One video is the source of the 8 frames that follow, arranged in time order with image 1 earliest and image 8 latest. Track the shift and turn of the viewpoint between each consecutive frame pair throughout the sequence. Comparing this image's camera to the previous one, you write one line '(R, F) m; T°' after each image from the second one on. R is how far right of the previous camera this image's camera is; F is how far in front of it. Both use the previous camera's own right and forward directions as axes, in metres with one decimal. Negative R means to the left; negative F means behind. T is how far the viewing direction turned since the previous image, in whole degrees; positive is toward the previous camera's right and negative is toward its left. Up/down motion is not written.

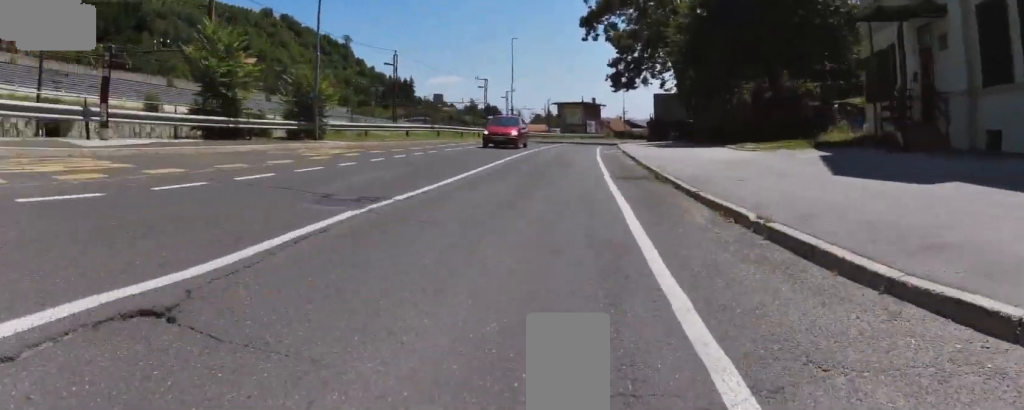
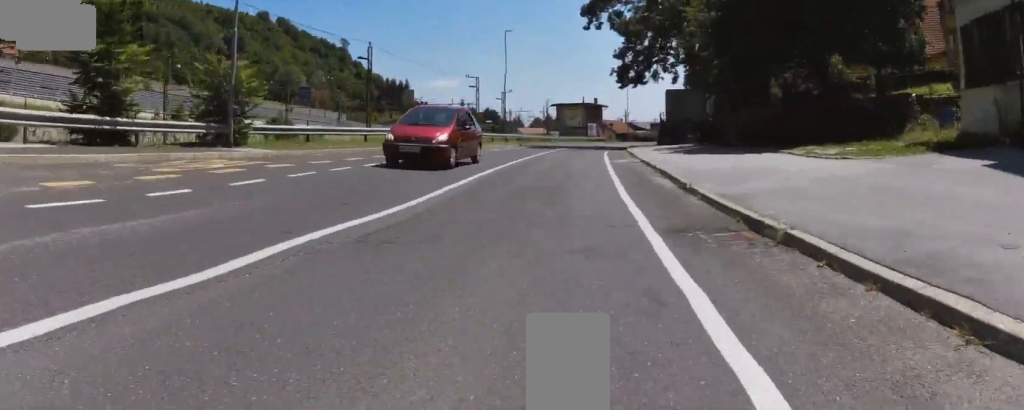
(-0.1, +6.3) m; +1°
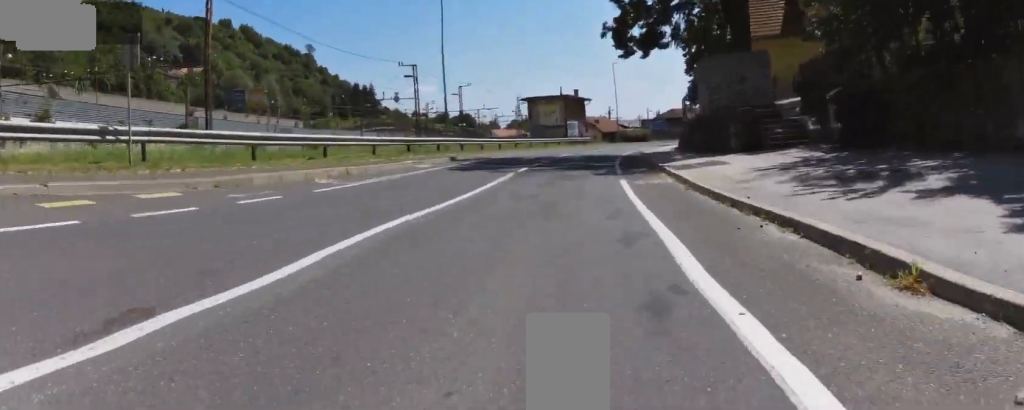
(+1.0, +17.6) m; +3°
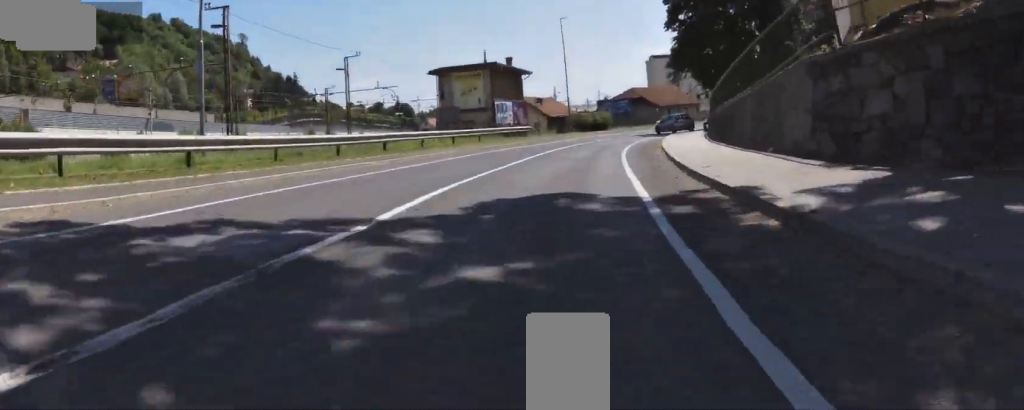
(+0.9, +21.1) m; +12°
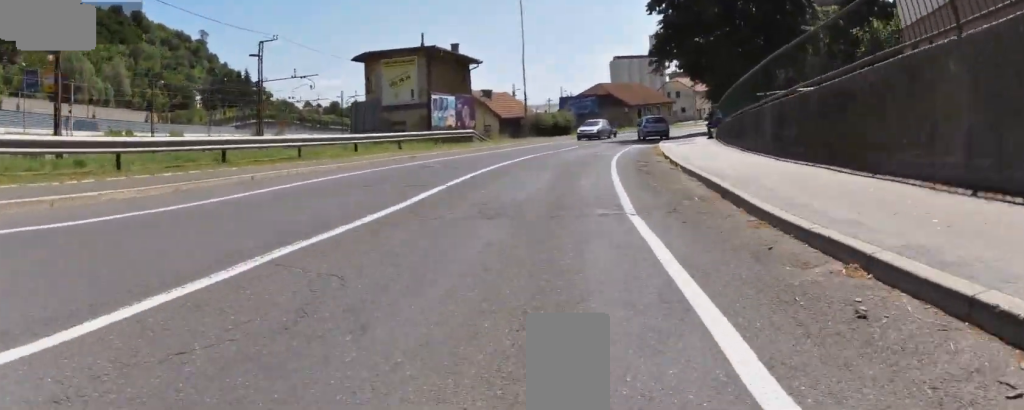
(+0.8, +9.3) m; +8°
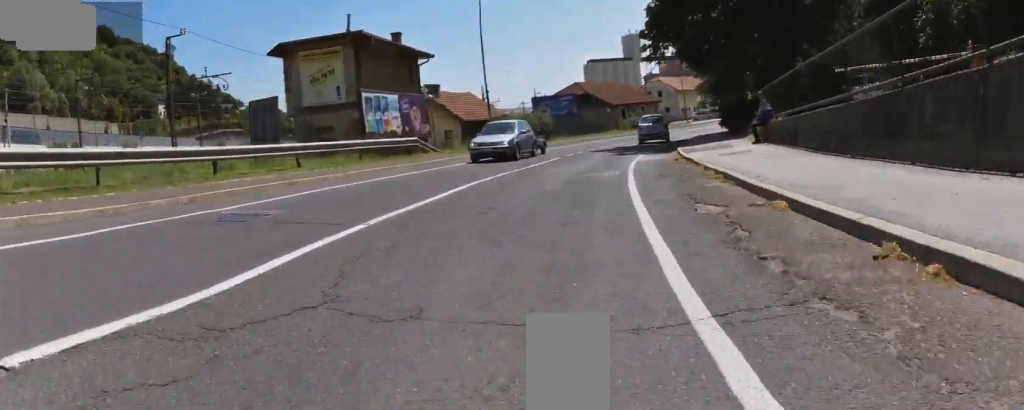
(+0.5, +8.2) m; +3°
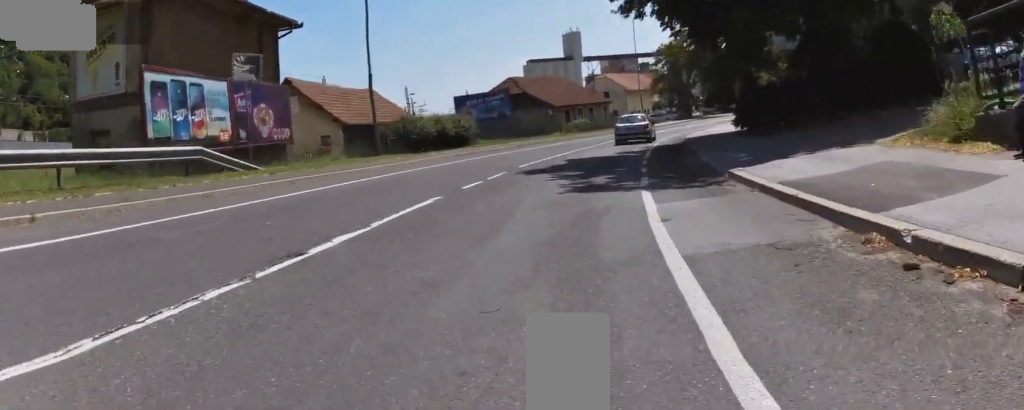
(0.0, +11.8) m; +3°
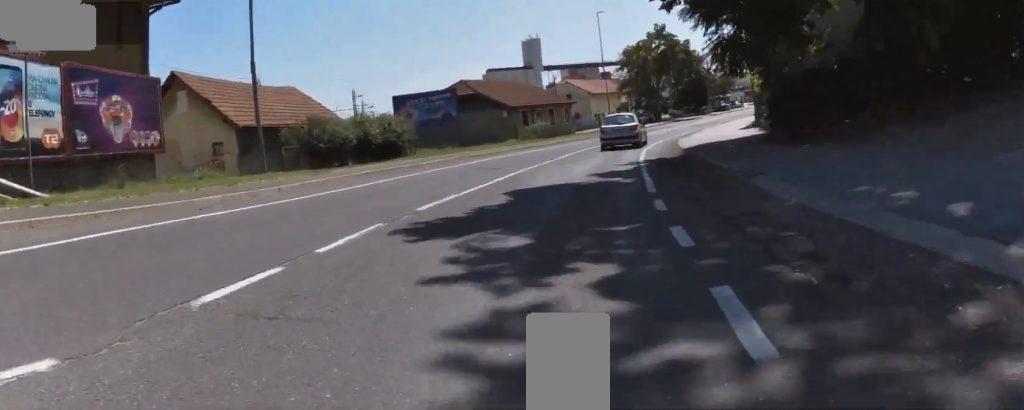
(-0.2, +6.4) m; +4°
